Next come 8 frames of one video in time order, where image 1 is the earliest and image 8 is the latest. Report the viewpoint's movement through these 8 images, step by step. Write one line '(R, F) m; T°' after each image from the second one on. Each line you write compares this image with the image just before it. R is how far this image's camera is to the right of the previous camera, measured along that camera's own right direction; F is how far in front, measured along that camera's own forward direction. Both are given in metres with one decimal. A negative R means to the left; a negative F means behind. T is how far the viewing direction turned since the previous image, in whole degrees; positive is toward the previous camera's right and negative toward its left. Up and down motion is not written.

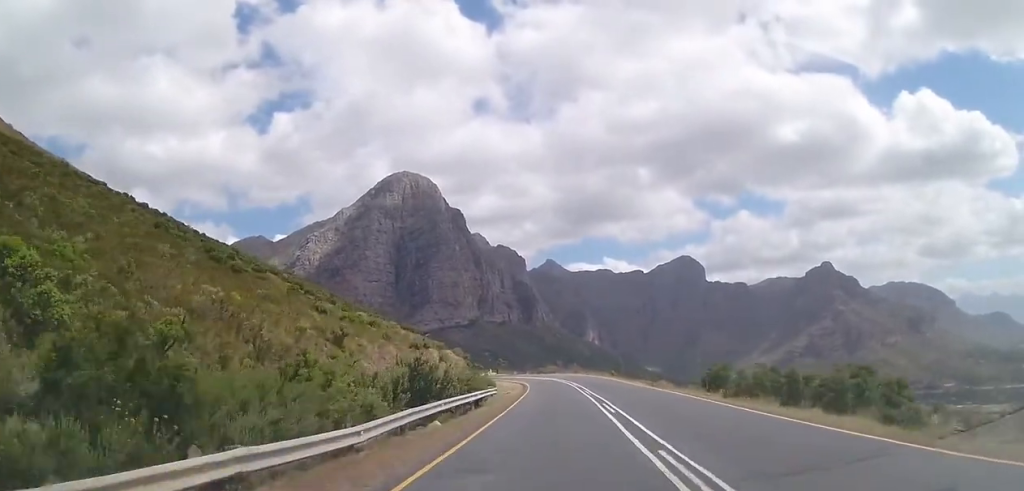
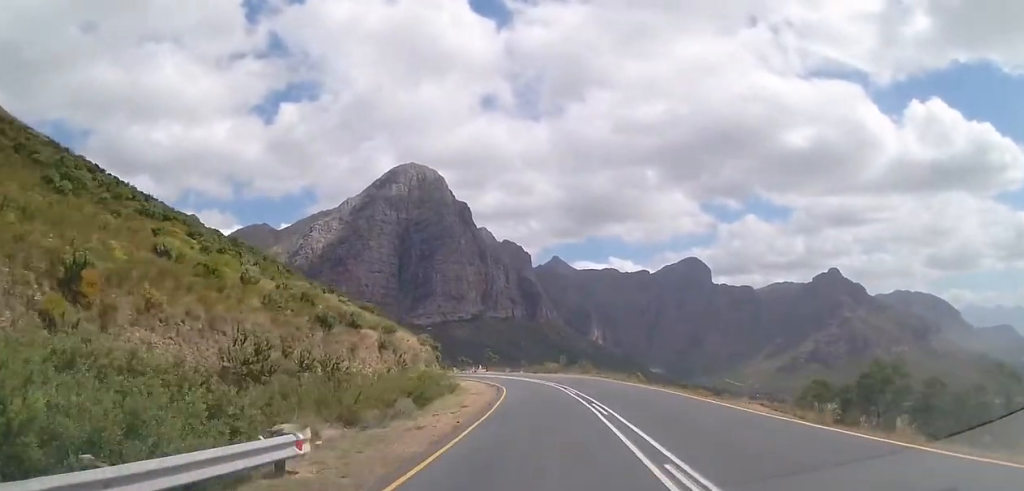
(+0.2, +26.1) m; -1°
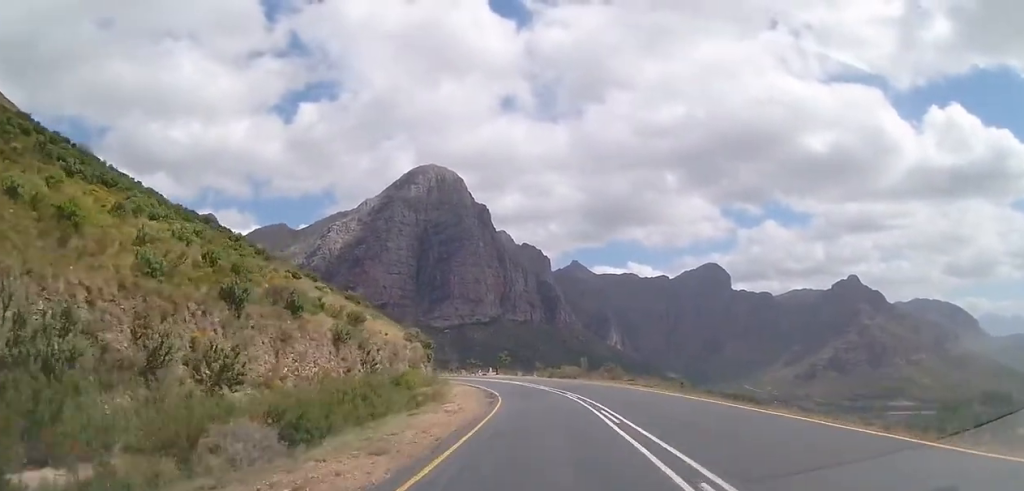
(-0.2, +13.8) m; -1°
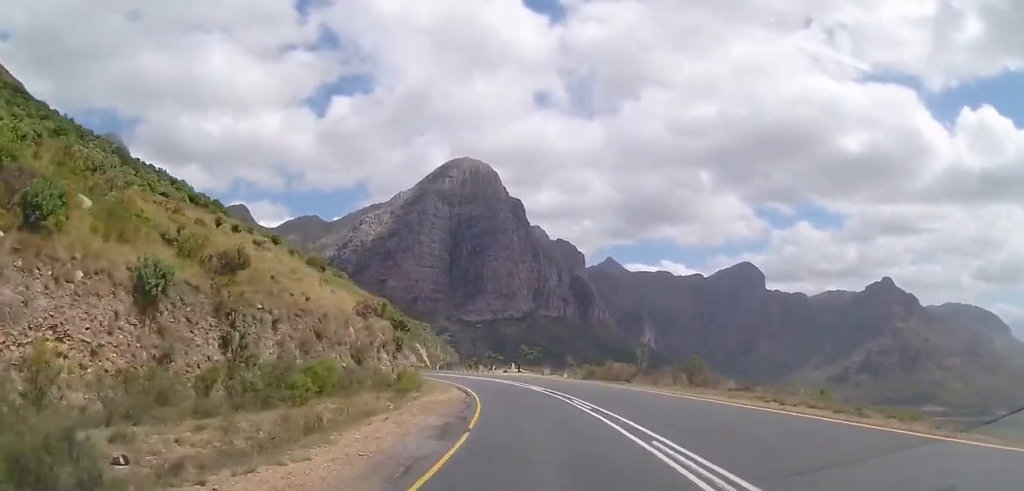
(-0.4, +20.5) m; -5°
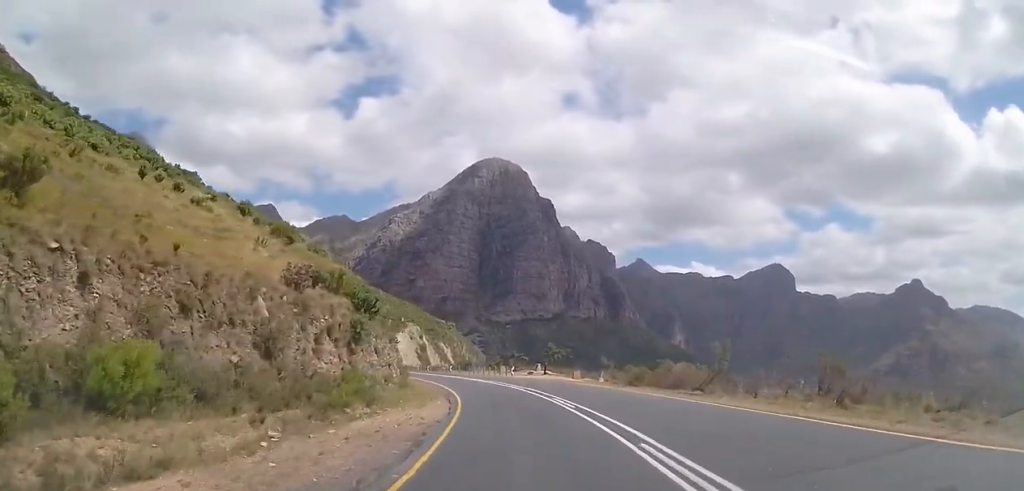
(-0.7, +12.4) m; -3°
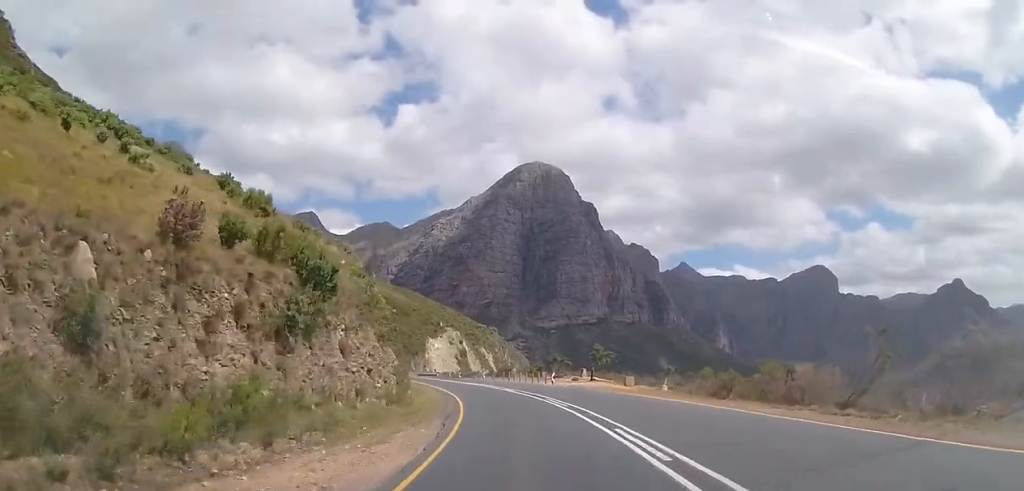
(-0.1, +9.8) m; -3°
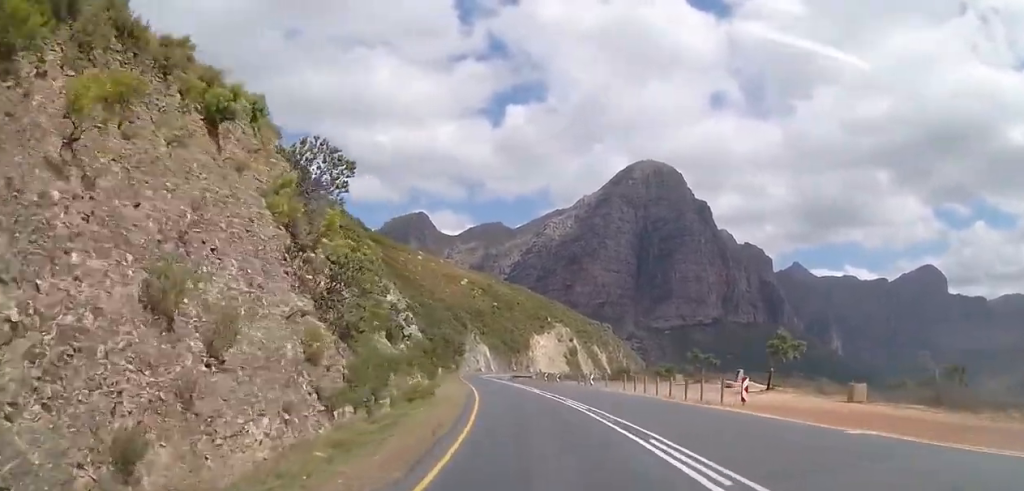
(-2.0, +25.4) m; -11°
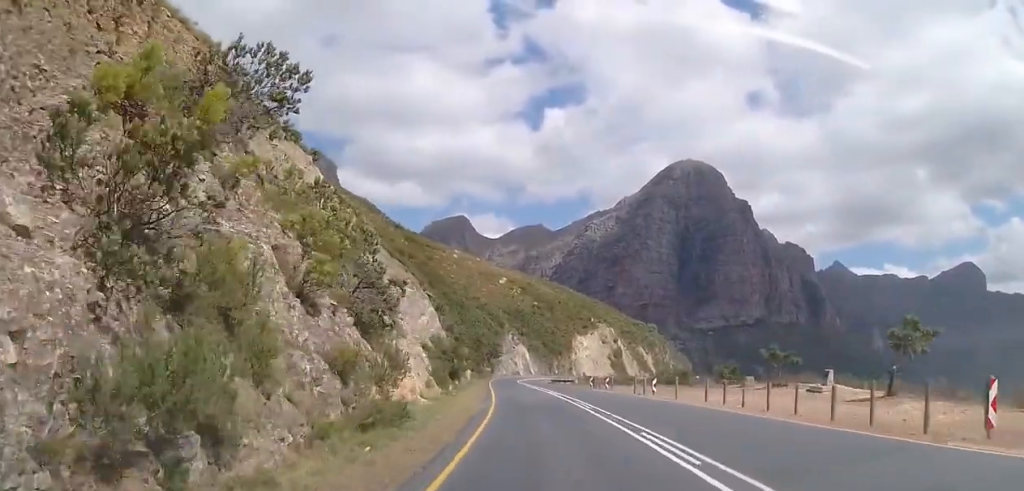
(-0.6, +10.3) m; -4°
